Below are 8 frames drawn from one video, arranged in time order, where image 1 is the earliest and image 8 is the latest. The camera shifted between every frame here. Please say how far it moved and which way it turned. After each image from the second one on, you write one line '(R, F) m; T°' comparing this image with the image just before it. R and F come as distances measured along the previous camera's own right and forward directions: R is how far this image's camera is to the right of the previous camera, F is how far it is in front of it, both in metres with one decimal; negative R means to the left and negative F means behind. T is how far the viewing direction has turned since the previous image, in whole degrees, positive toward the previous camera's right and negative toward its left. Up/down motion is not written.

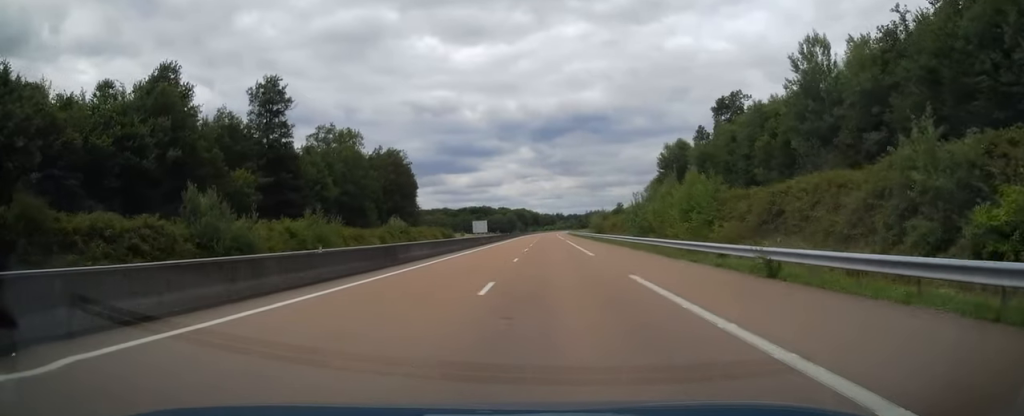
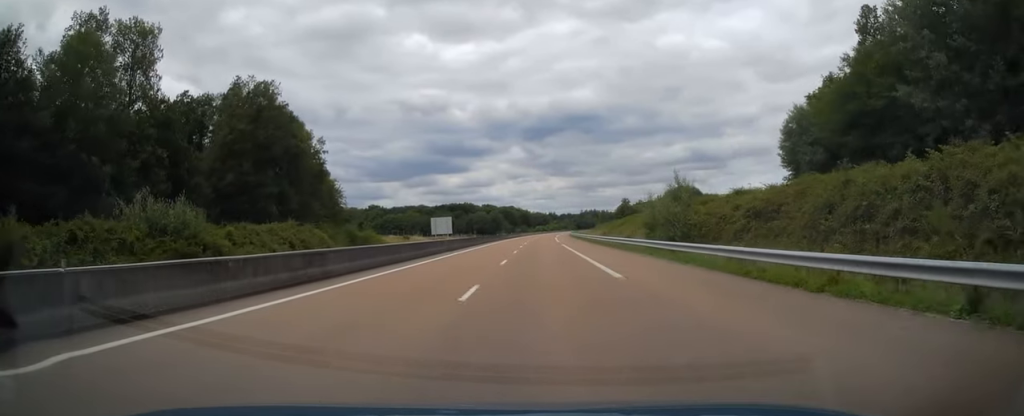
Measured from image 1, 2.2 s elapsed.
(+0.8, +65.5) m; 0°
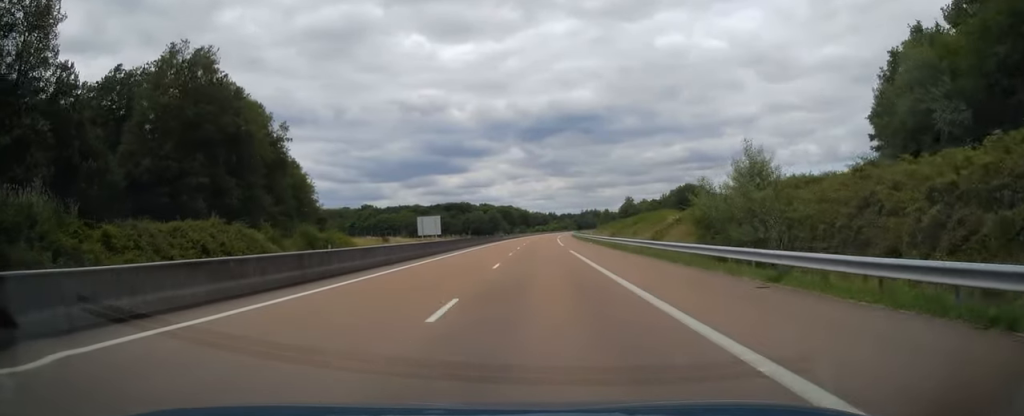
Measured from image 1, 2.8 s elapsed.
(+0.1, +15.6) m; 0°
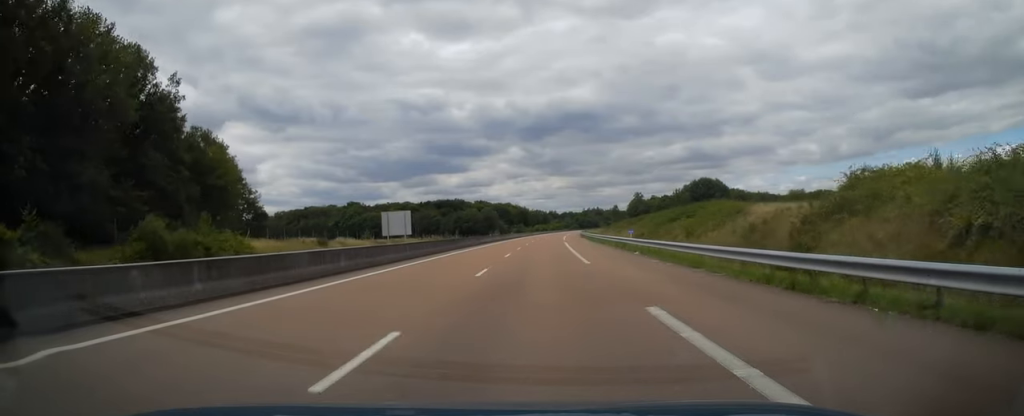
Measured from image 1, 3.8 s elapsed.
(-0.4, +29.7) m; 0°
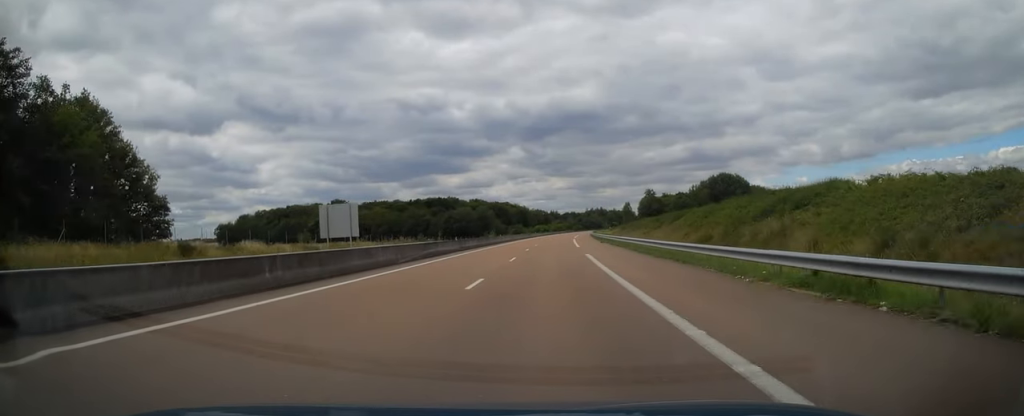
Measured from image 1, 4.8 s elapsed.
(+0.4, +29.6) m; +2°
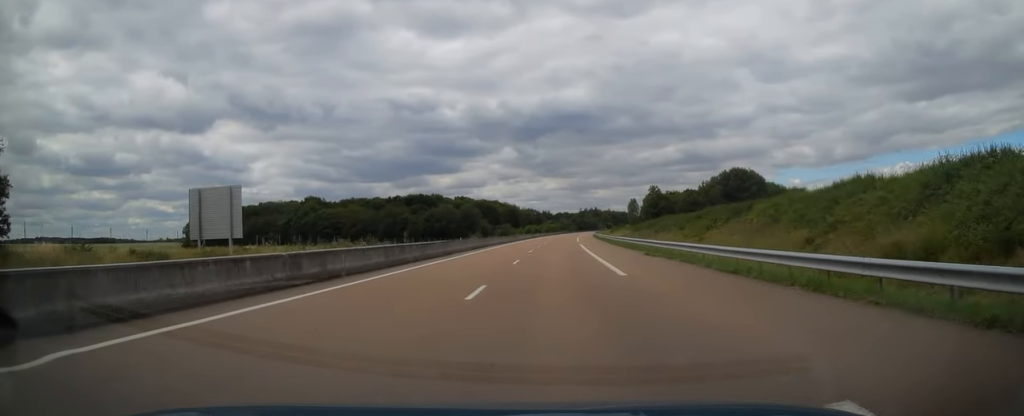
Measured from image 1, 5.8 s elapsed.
(+0.4, +27.8) m; 0°
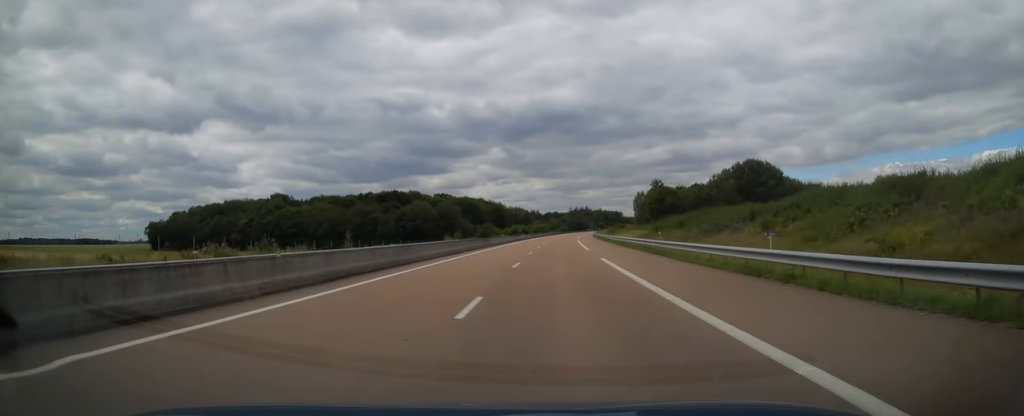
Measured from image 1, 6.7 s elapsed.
(-0.3, +28.4) m; +1°
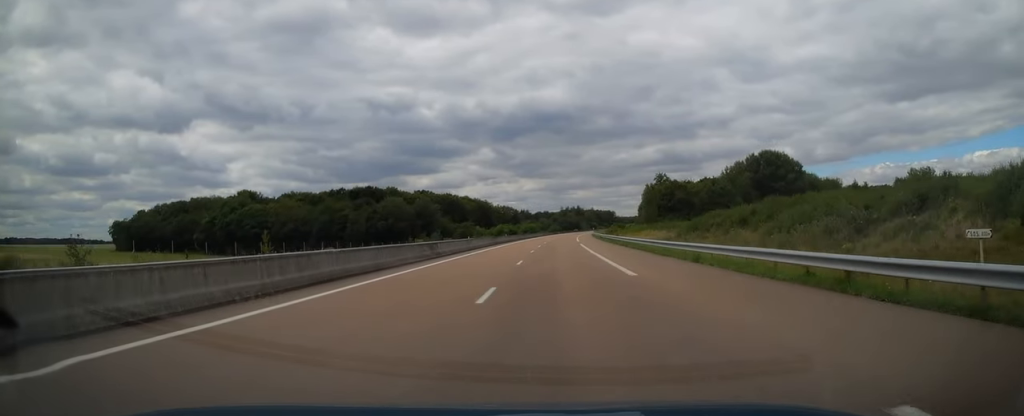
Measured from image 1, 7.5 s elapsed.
(+0.5, +23.9) m; +1°
